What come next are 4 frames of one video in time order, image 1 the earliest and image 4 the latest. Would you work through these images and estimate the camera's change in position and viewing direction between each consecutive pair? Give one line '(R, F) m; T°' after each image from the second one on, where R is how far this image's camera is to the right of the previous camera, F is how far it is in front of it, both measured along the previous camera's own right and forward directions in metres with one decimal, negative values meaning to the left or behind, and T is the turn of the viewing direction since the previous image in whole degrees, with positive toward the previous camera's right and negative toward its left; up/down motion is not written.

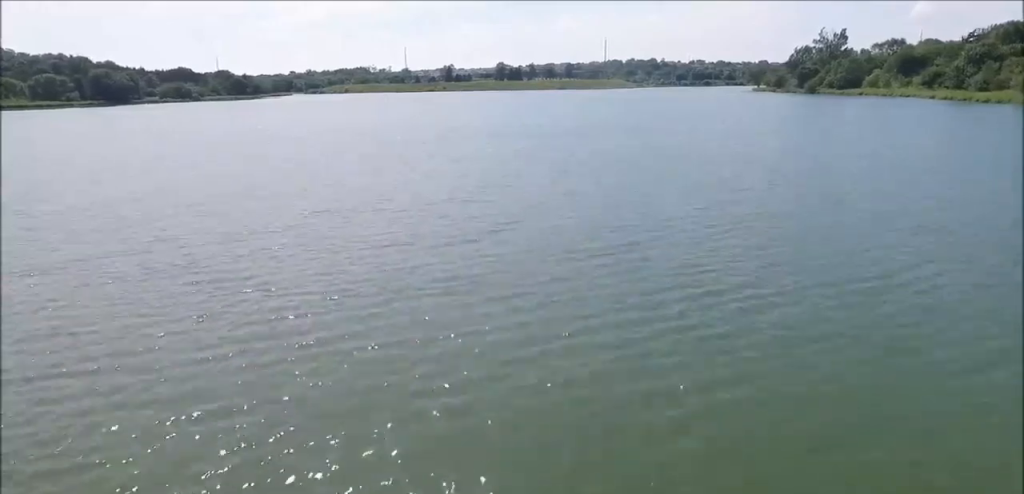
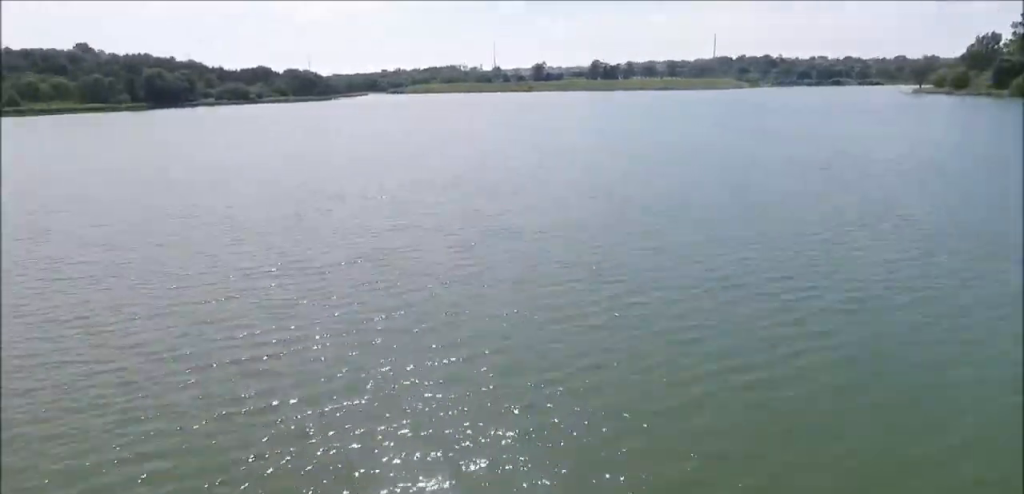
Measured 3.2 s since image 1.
(-1.9, +44.2) m; -8°
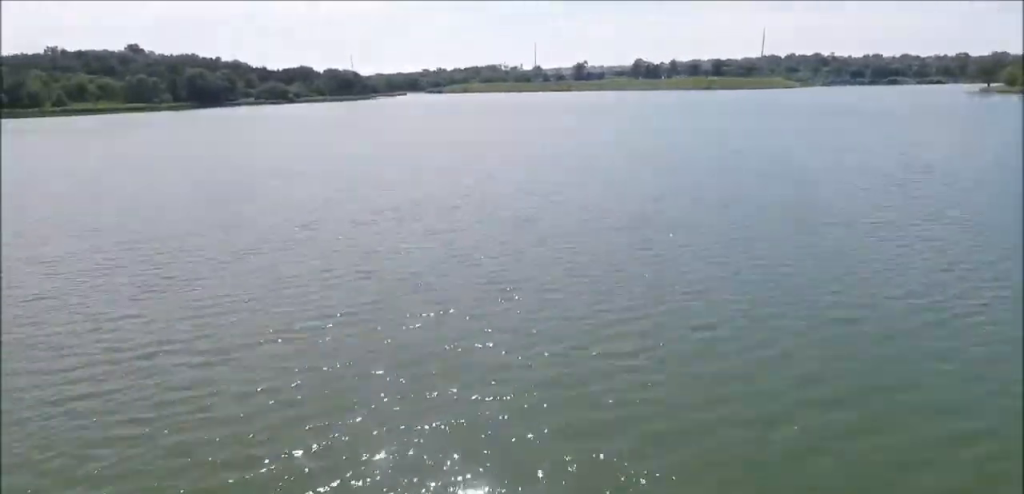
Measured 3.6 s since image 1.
(-0.1, +5.3) m; -2°
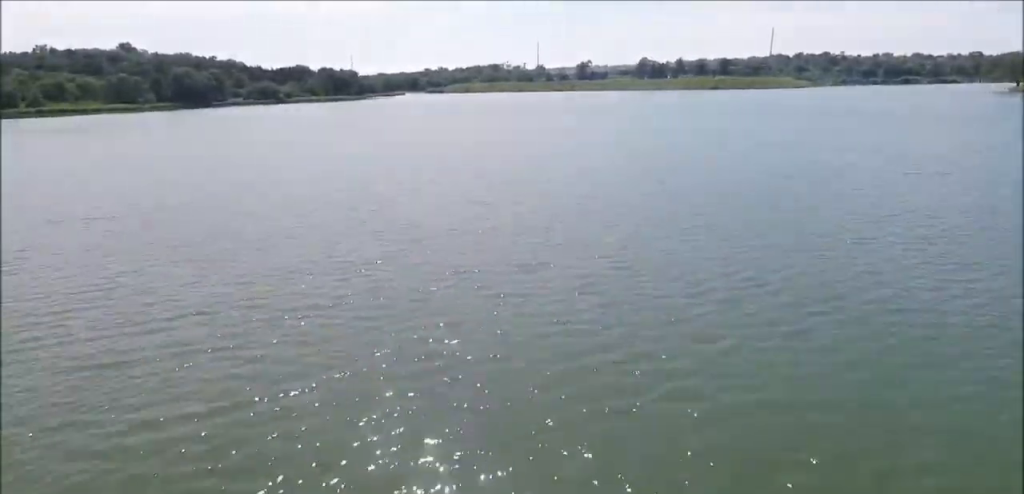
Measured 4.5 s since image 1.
(-0.4, +11.9) m; -2°
